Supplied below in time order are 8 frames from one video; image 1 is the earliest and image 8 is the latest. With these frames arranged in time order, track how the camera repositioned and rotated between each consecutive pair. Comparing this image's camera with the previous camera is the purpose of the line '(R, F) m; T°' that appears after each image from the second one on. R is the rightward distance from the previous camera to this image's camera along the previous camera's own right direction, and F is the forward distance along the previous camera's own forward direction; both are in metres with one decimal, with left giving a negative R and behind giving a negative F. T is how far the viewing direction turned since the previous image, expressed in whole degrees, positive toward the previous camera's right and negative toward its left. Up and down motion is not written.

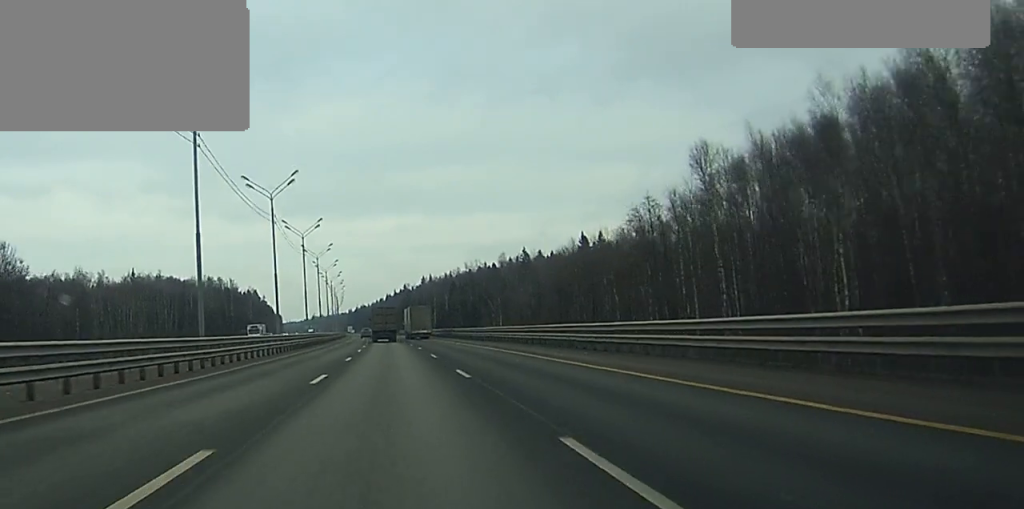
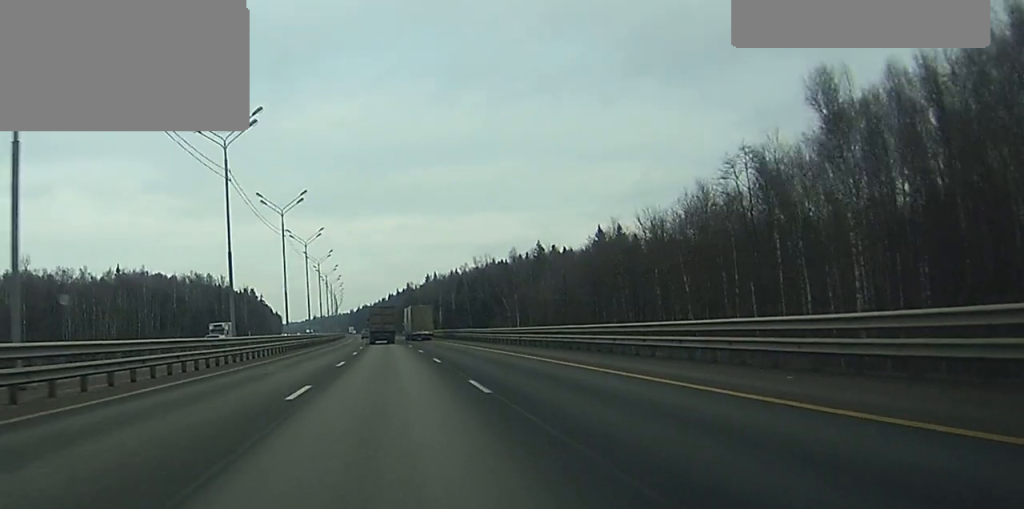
(-0.1, +20.6) m; 0°
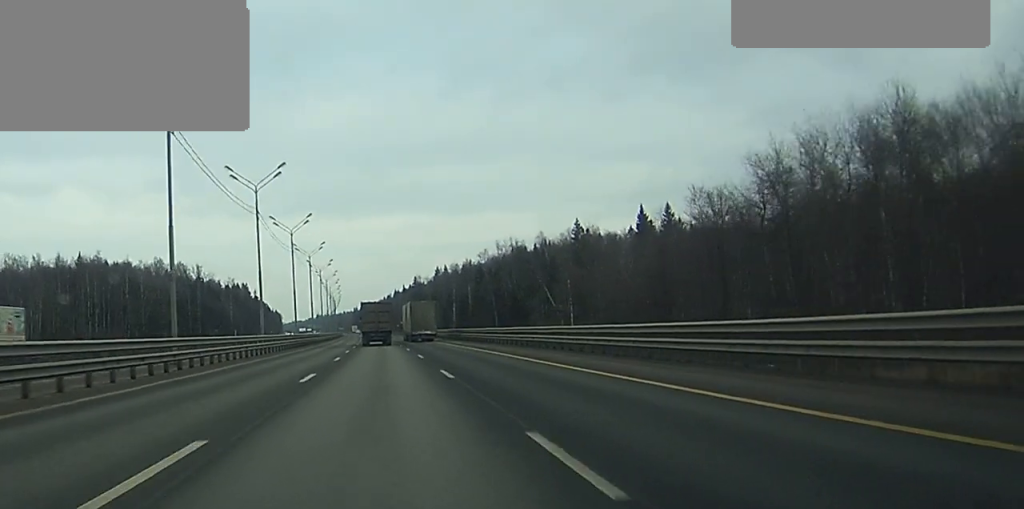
(-0.2, +42.2) m; -1°
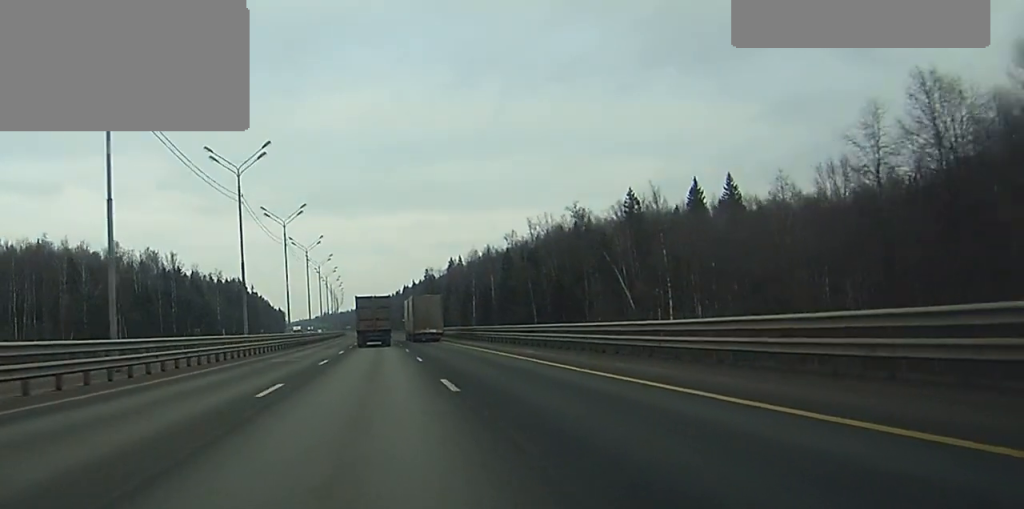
(-0.3, +36.9) m; -1°
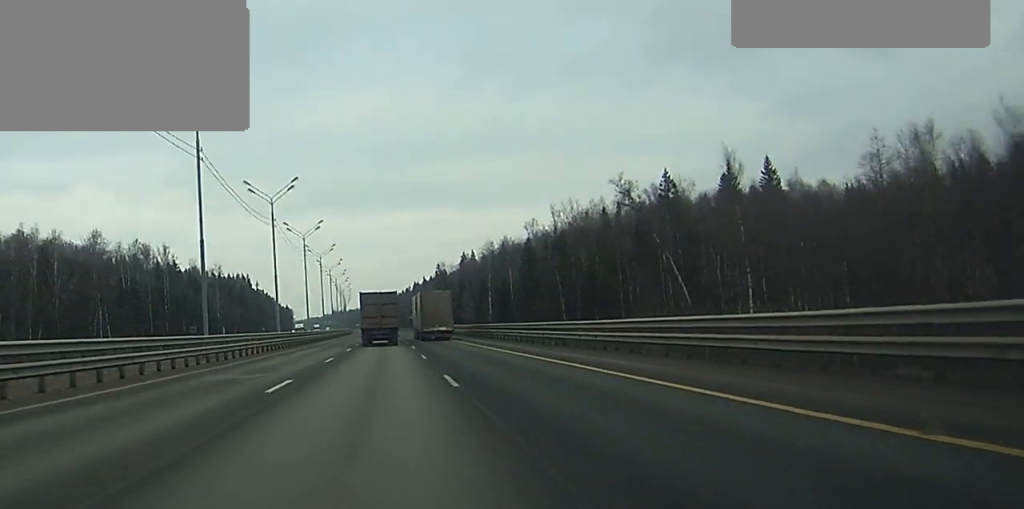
(-0.1, +15.3) m; 0°
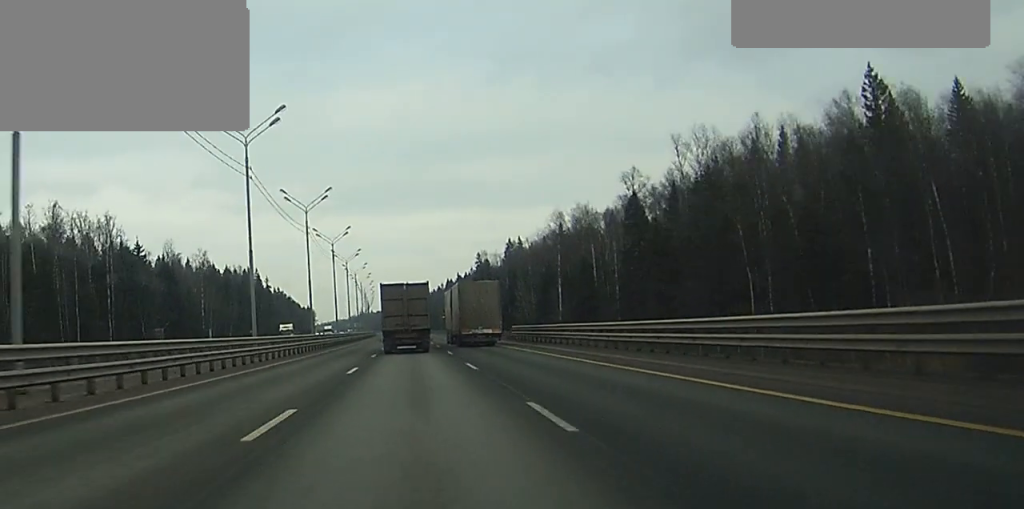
(-0.6, +56.0) m; -2°
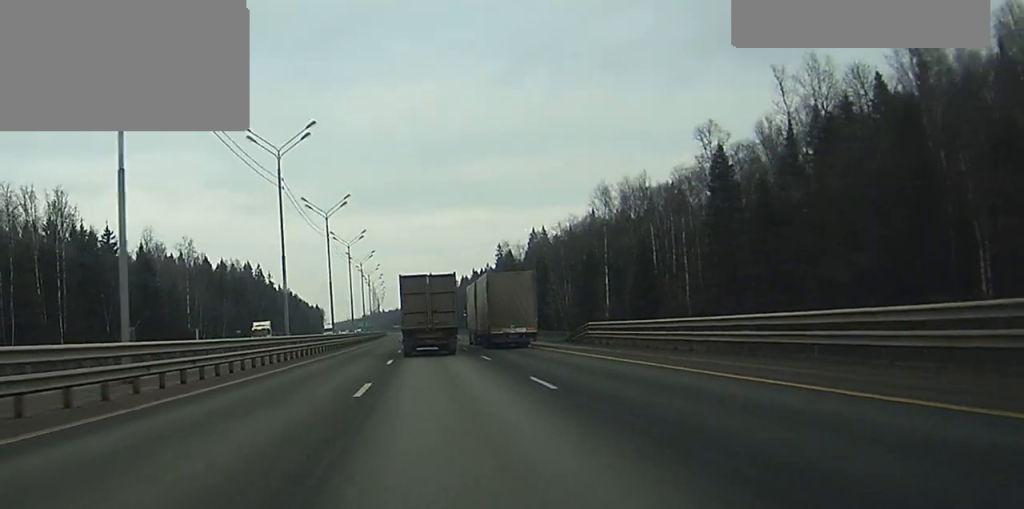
(-0.2, +25.4) m; -1°
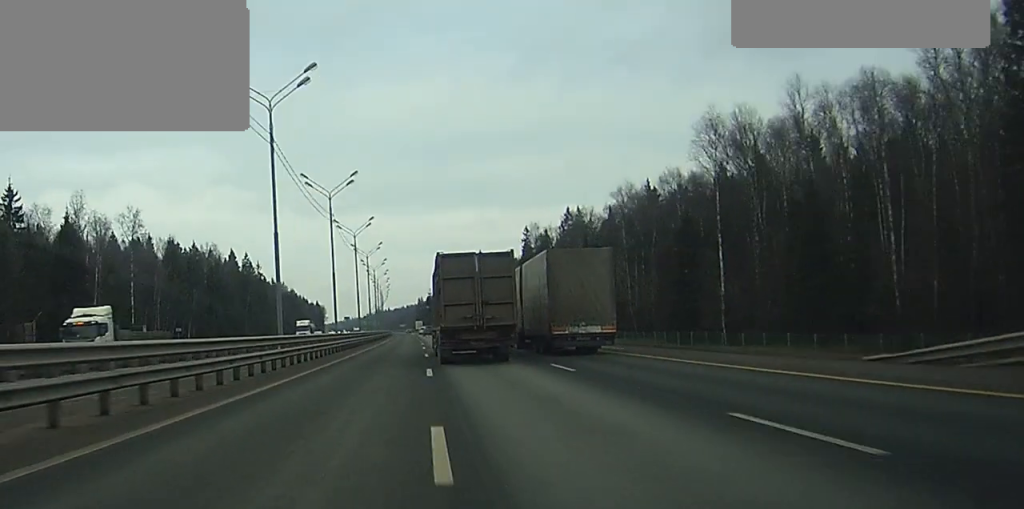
(-0.2, +41.7) m; 0°
